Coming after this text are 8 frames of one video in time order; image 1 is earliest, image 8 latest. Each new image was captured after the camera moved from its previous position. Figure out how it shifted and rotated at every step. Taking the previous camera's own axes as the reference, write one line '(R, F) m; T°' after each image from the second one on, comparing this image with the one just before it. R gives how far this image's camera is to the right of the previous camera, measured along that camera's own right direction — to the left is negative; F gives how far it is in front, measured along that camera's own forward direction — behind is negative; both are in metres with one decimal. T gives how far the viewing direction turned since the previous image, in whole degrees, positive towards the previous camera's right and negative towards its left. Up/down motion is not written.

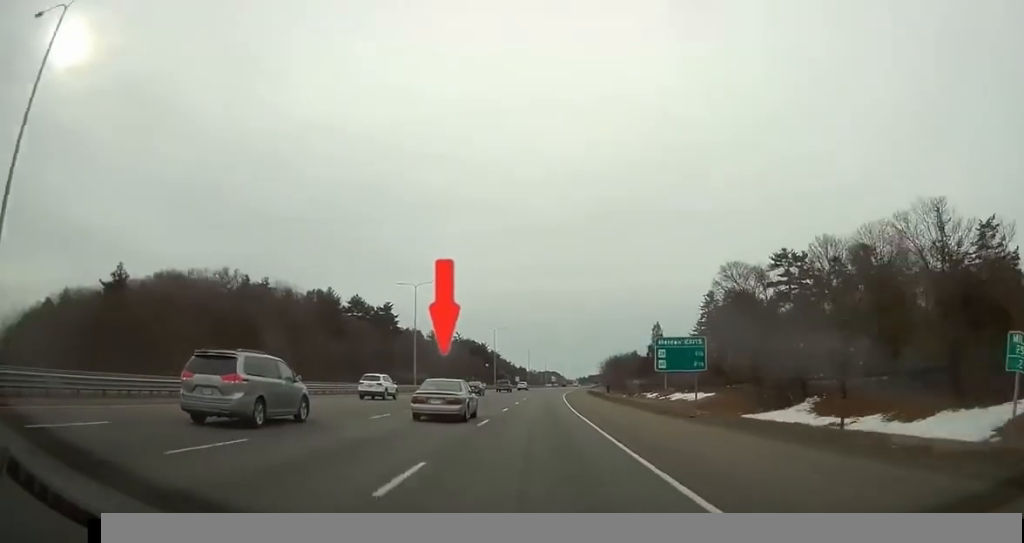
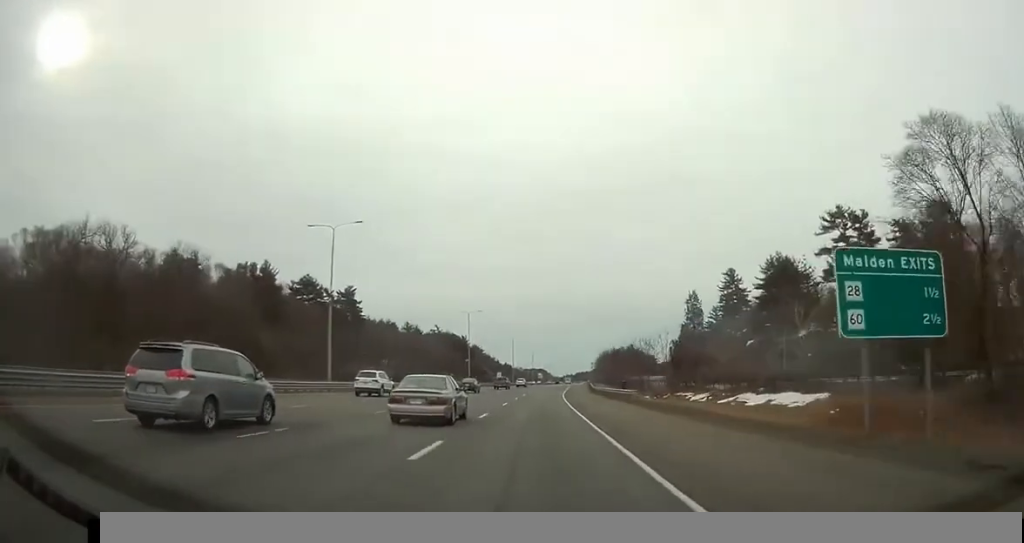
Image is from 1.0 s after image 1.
(+0.4, +34.0) m; +1°
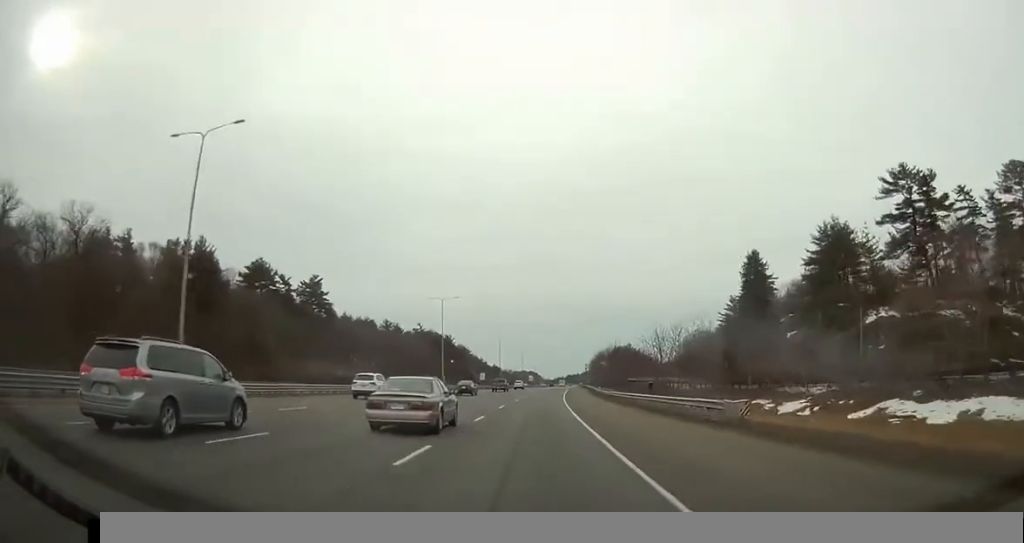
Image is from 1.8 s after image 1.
(+0.1, +25.1) m; +1°
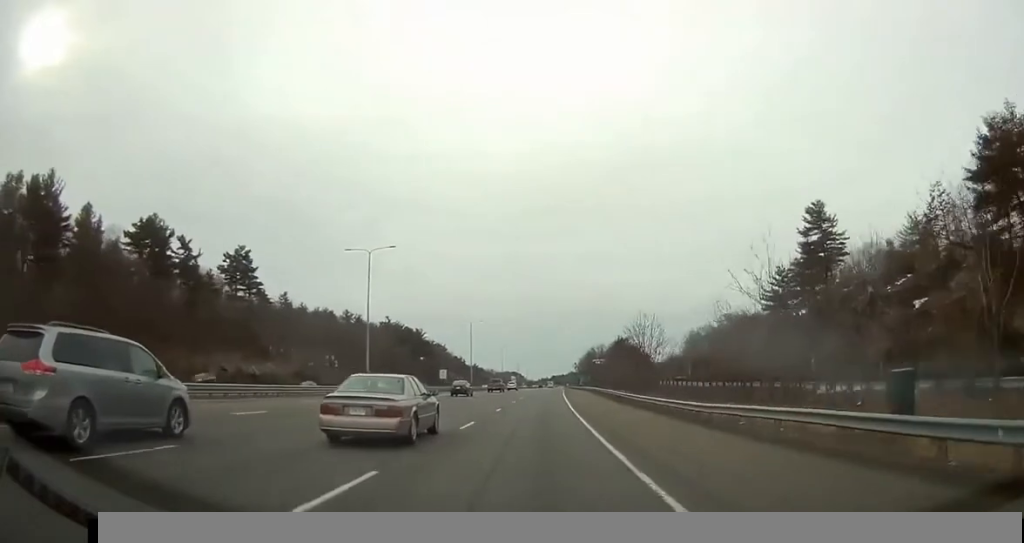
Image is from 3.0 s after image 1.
(+0.6, +40.3) m; +2°
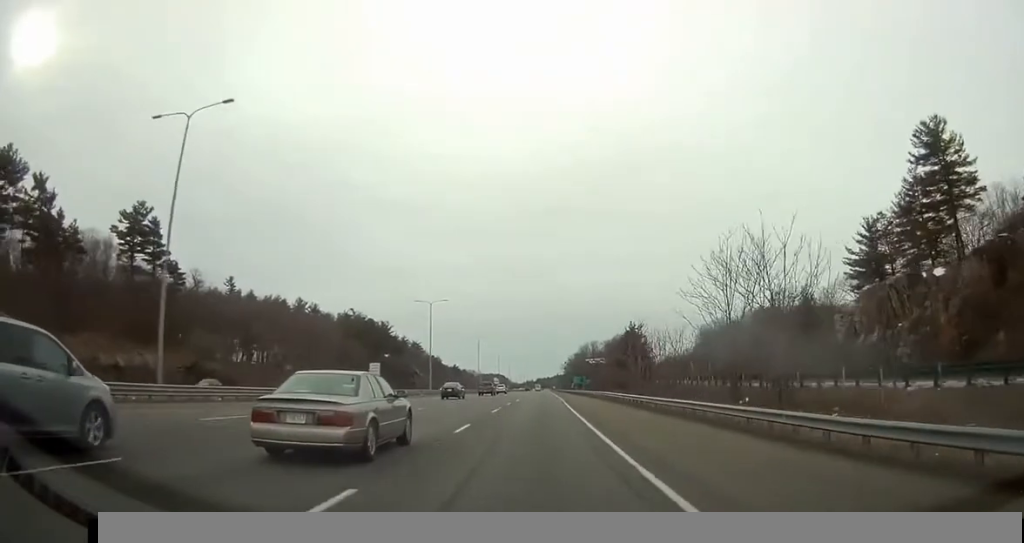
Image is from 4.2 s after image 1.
(+0.4, +37.1) m; +1°
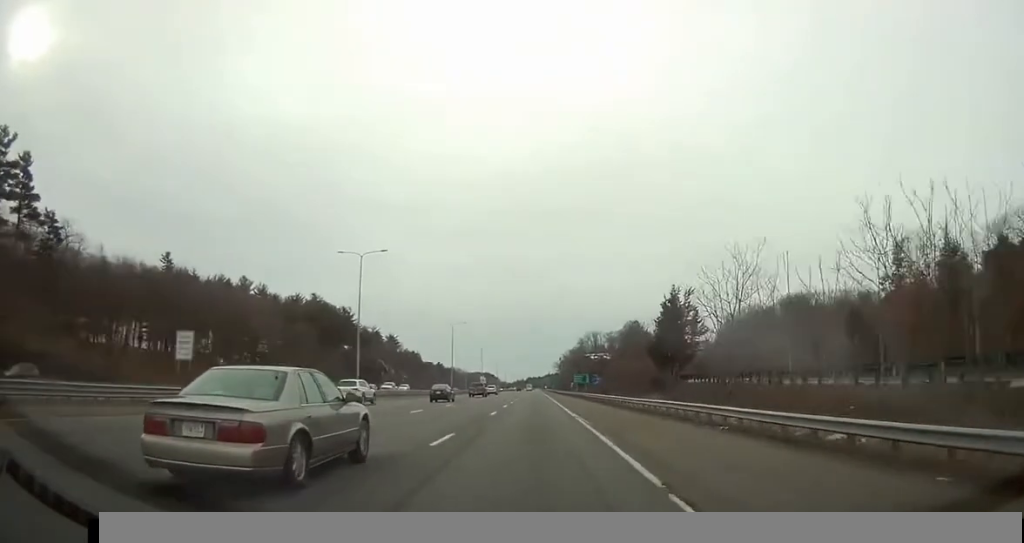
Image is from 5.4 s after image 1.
(+0.5, +39.3) m; +1°
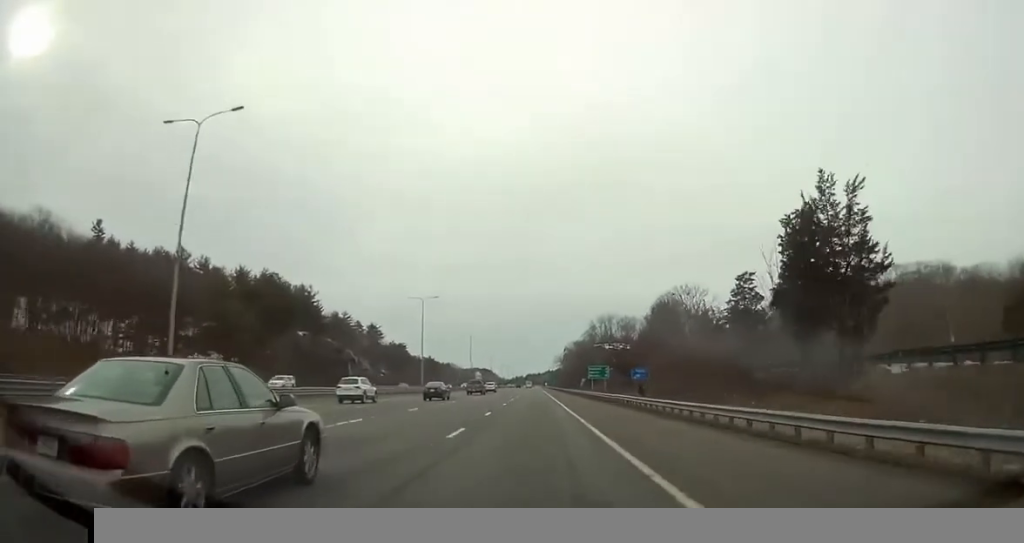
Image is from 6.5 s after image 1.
(0.0, +37.1) m; 0°
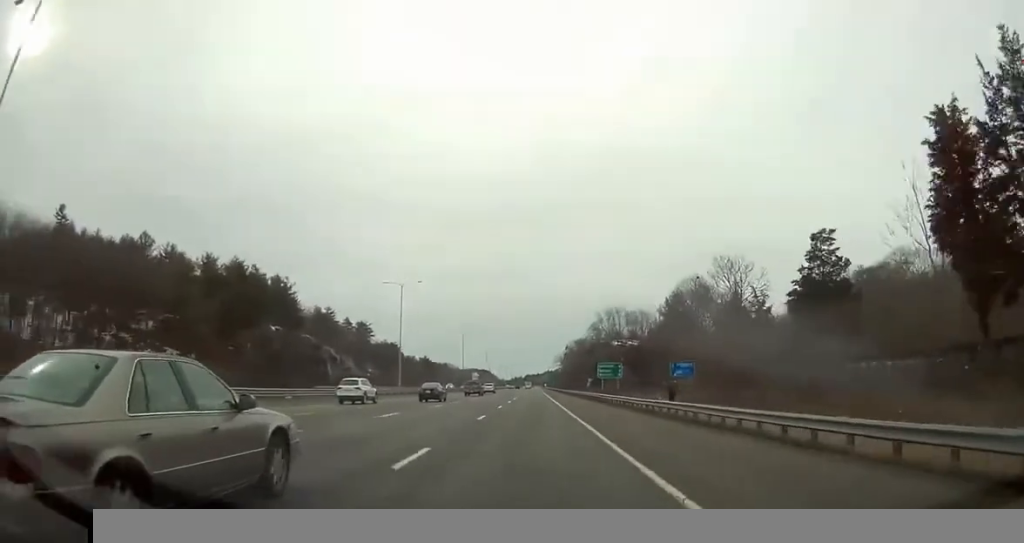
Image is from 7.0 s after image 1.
(0.0, +16.4) m; 0°
